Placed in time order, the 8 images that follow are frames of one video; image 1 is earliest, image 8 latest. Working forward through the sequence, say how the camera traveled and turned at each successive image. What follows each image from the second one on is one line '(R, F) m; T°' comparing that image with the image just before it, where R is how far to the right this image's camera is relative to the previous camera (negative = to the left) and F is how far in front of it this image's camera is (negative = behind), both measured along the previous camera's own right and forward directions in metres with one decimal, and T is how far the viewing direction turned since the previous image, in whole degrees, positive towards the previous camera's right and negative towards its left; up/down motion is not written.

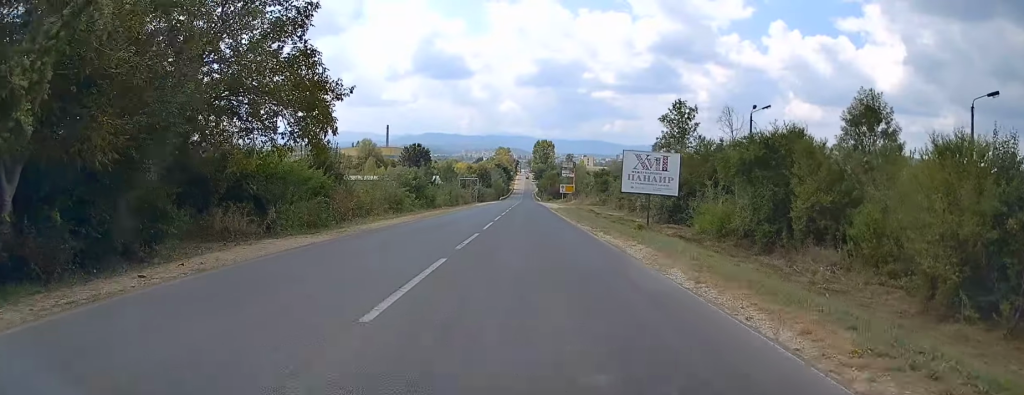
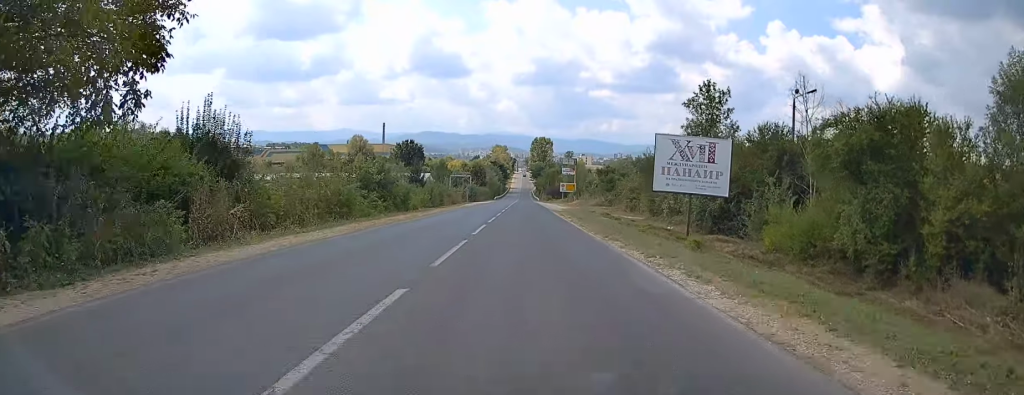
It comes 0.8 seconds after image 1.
(0.0, +12.5) m; 0°
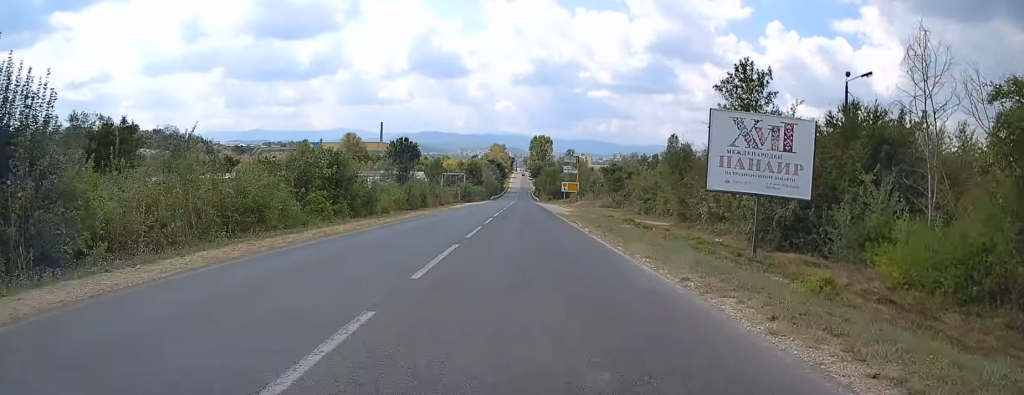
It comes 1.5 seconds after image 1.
(0.0, +10.5) m; 0°
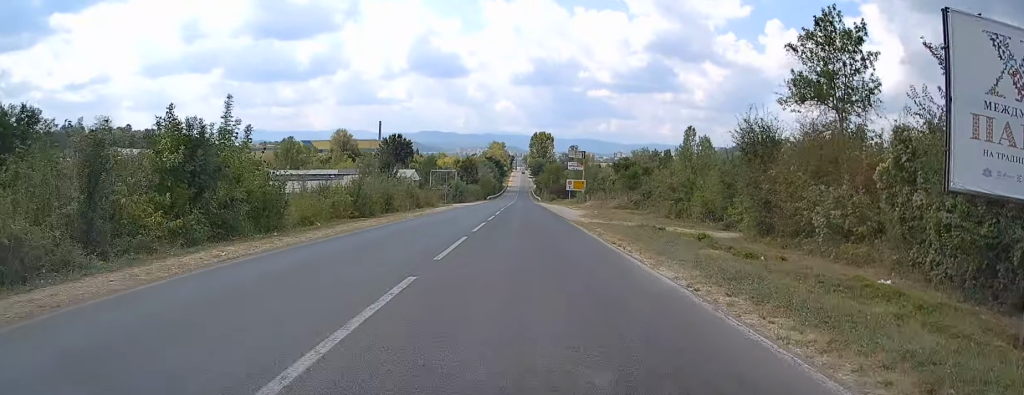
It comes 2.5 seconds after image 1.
(0.0, +14.7) m; 0°
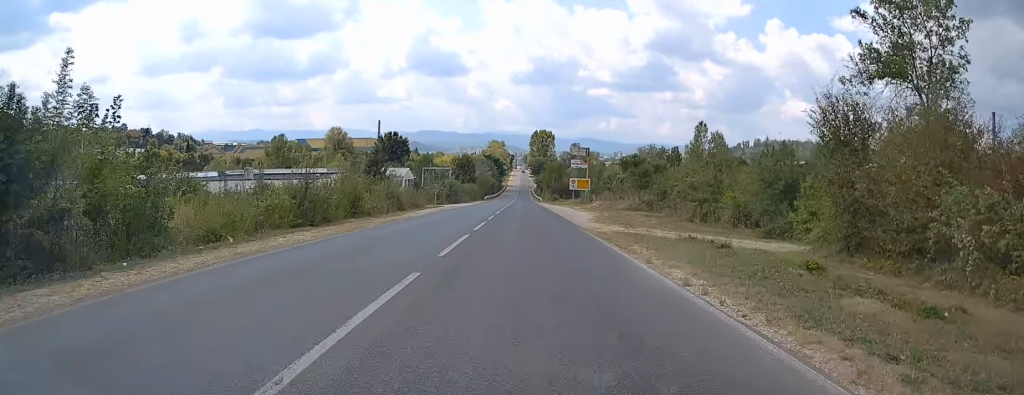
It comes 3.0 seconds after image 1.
(0.0, +8.2) m; 0°
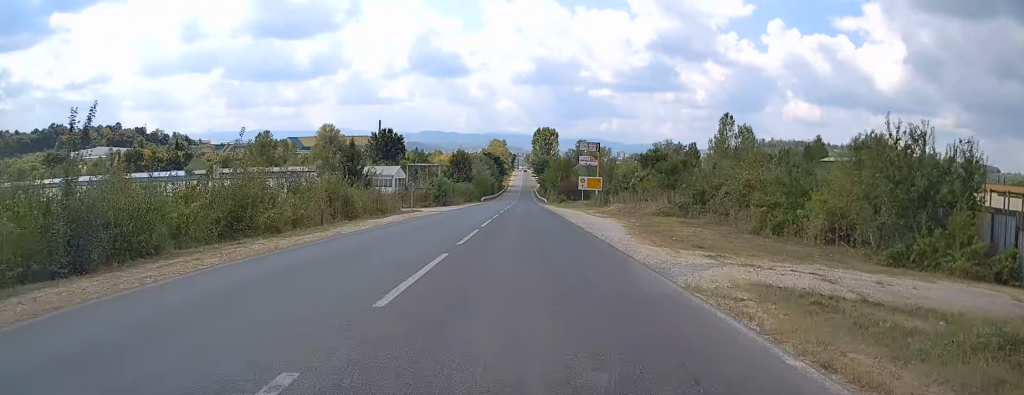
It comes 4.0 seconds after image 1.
(0.0, +14.3) m; 0°
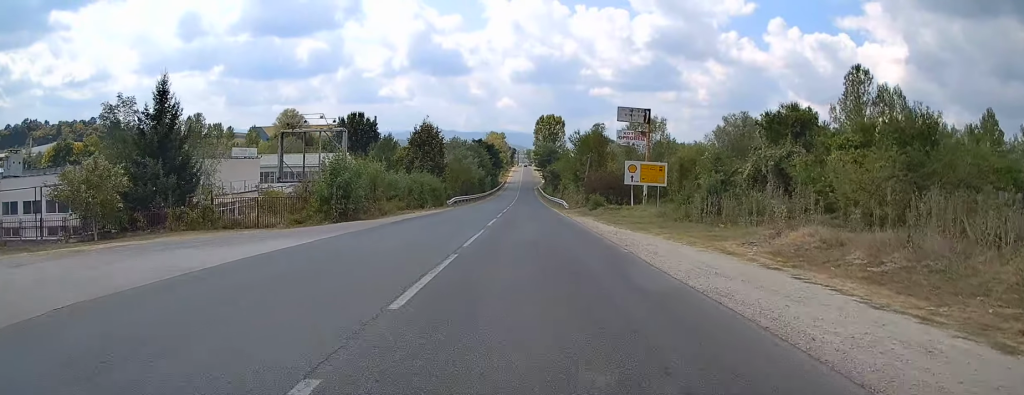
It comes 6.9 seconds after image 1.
(-0.1, +43.9) m; 0°
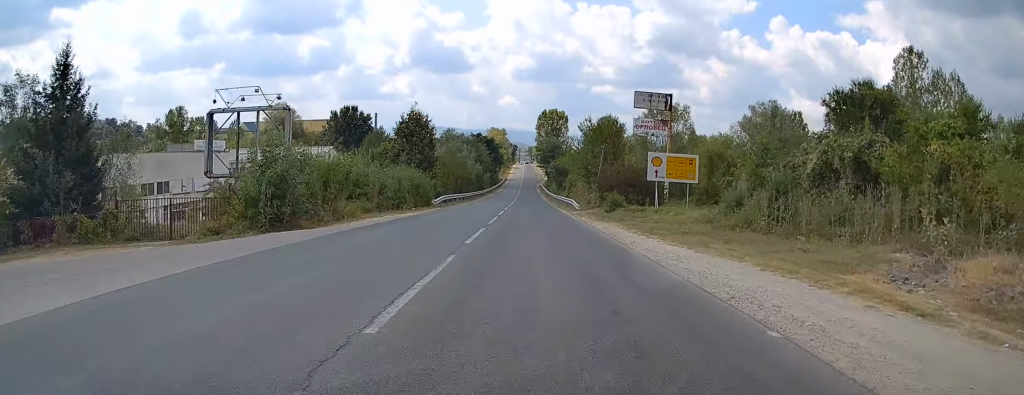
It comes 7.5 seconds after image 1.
(0.0, +9.6) m; 0°
